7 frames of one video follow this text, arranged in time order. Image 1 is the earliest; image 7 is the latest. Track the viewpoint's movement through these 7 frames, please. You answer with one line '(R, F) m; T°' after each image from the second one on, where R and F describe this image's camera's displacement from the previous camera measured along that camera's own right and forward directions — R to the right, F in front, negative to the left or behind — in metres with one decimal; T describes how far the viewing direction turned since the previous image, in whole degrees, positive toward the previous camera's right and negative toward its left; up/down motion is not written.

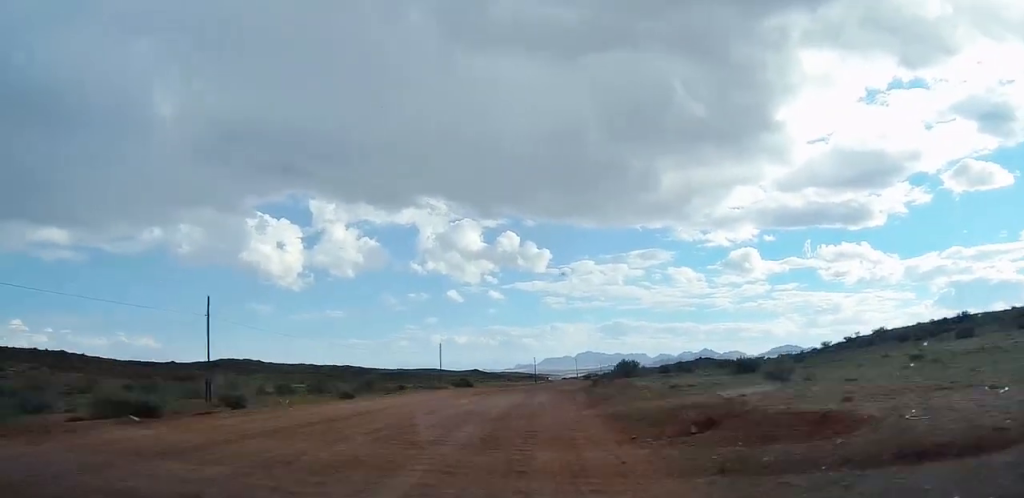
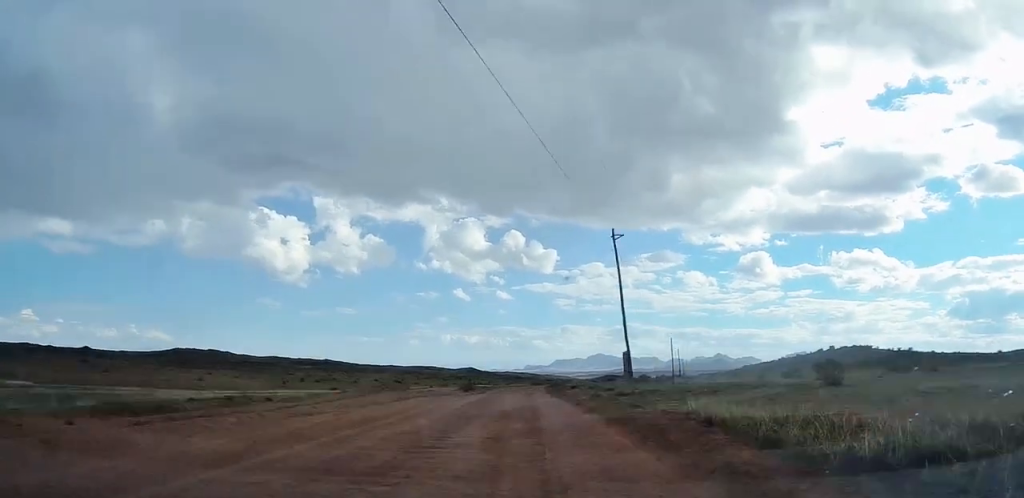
(-1.1, +194.9) m; 0°
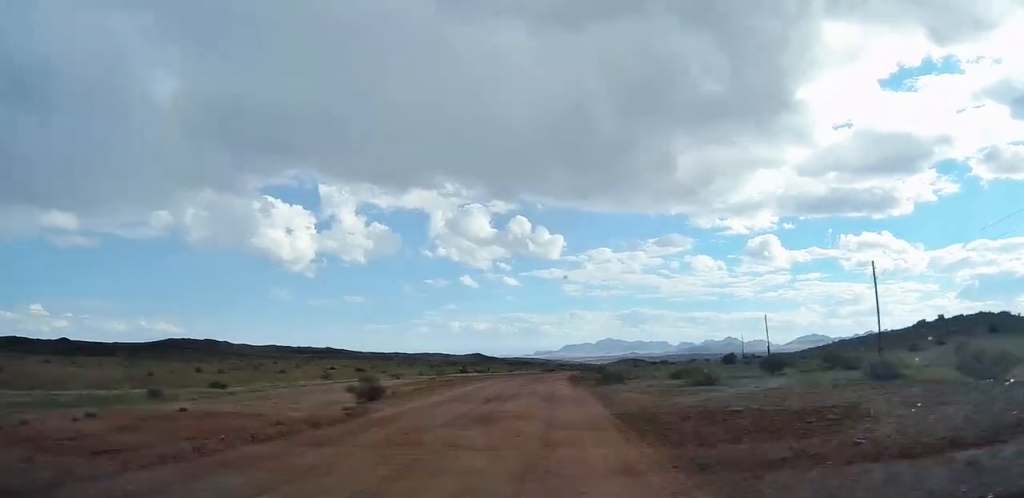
(-1.6, +56.3) m; +1°
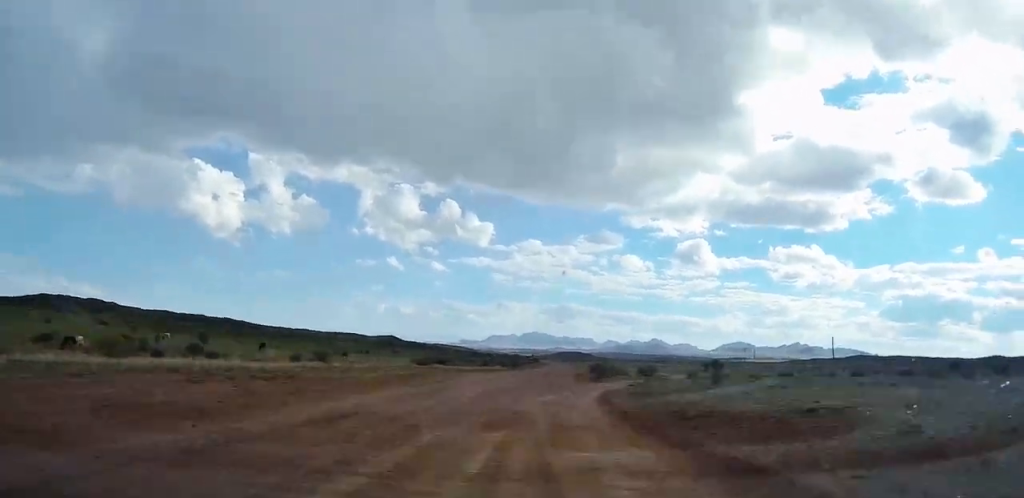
(+8.6, +114.1) m; +7°
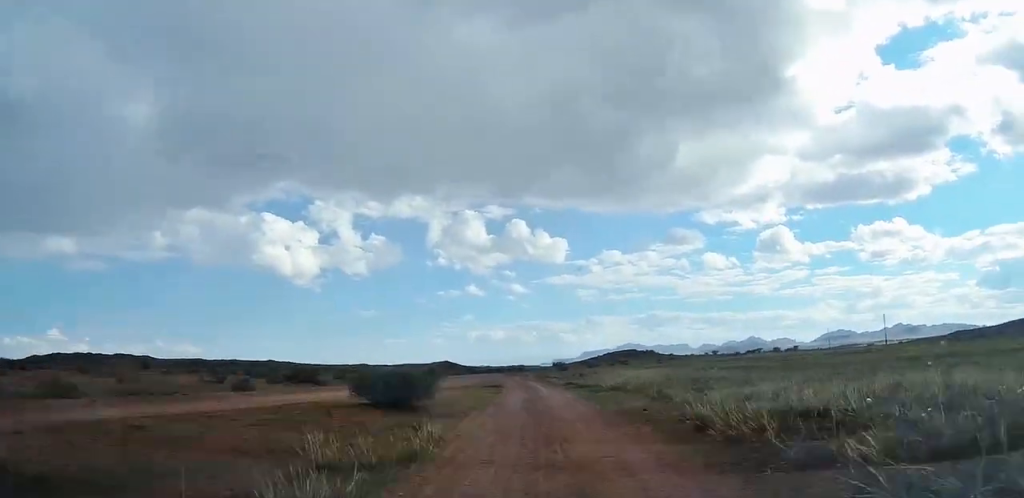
(-15.3, +167.0) m; -15°
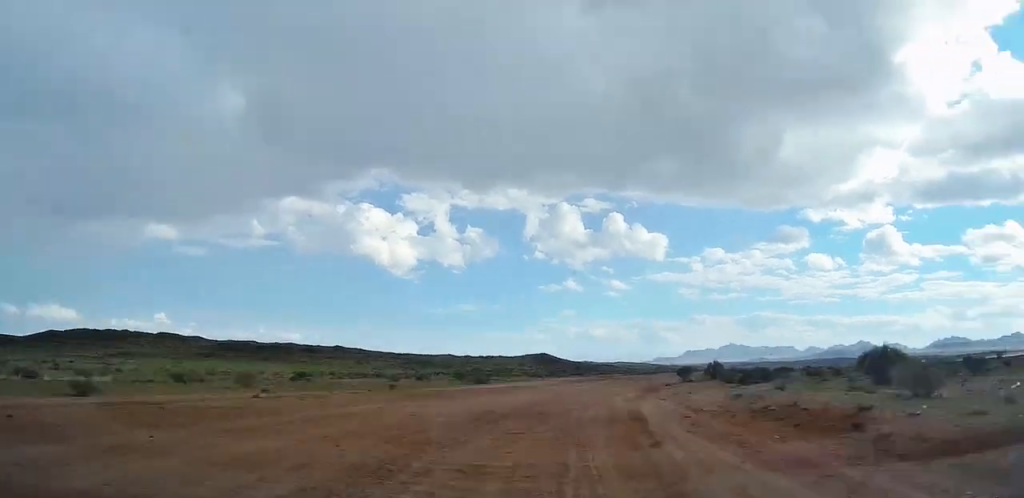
(-13.1, +156.1) m; +1°
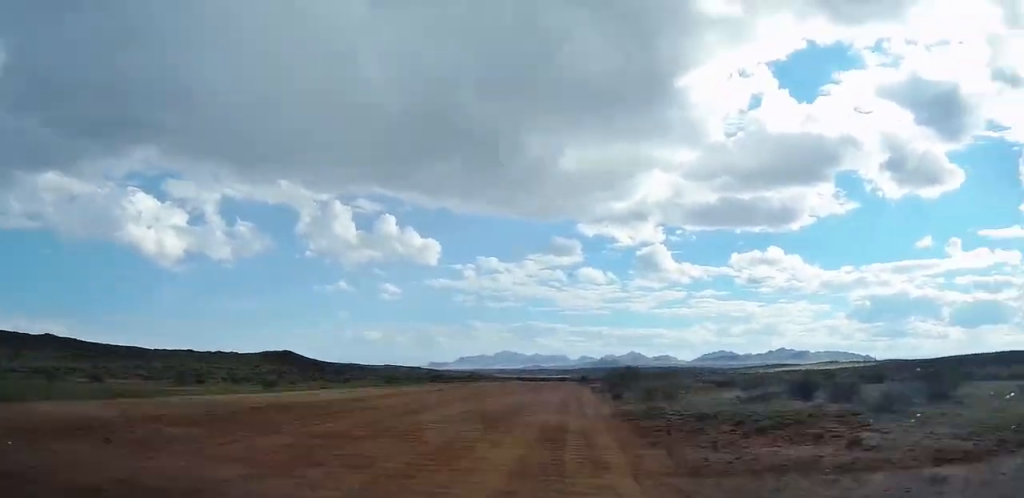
(+22.2, +137.4) m; +14°
